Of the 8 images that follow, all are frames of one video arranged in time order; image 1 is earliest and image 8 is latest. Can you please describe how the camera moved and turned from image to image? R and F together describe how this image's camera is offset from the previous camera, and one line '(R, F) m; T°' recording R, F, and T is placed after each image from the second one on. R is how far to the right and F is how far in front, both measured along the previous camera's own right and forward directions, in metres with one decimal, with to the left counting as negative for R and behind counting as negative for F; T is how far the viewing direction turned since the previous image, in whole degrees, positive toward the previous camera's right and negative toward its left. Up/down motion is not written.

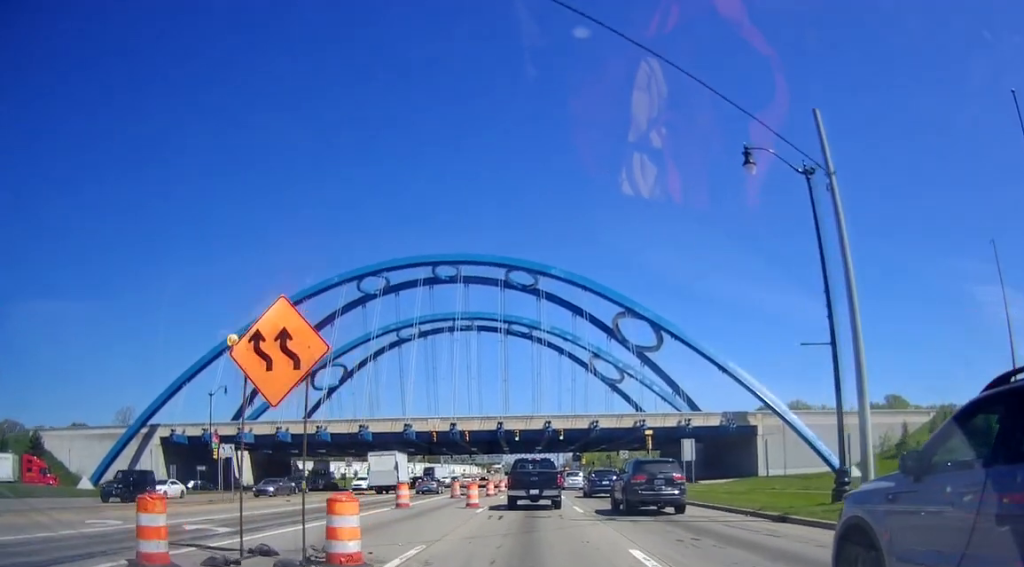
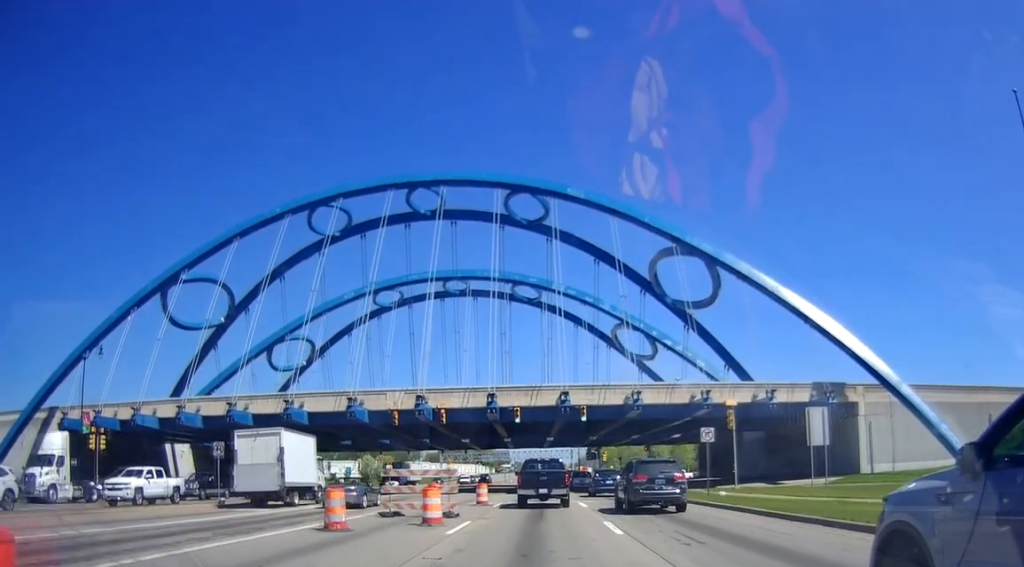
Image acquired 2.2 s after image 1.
(0.0, +24.6) m; 0°
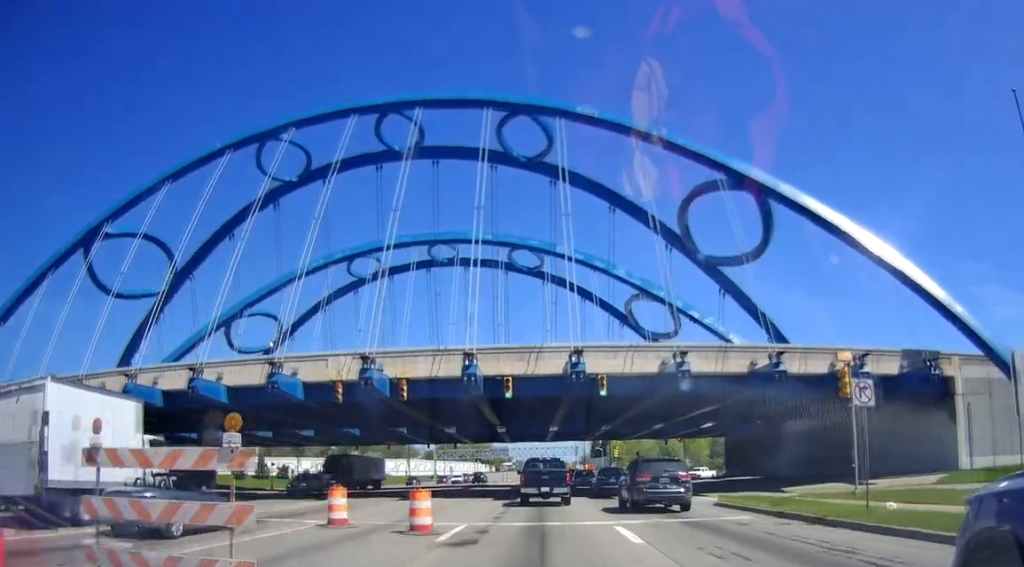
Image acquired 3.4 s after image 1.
(0.0, +14.8) m; -1°
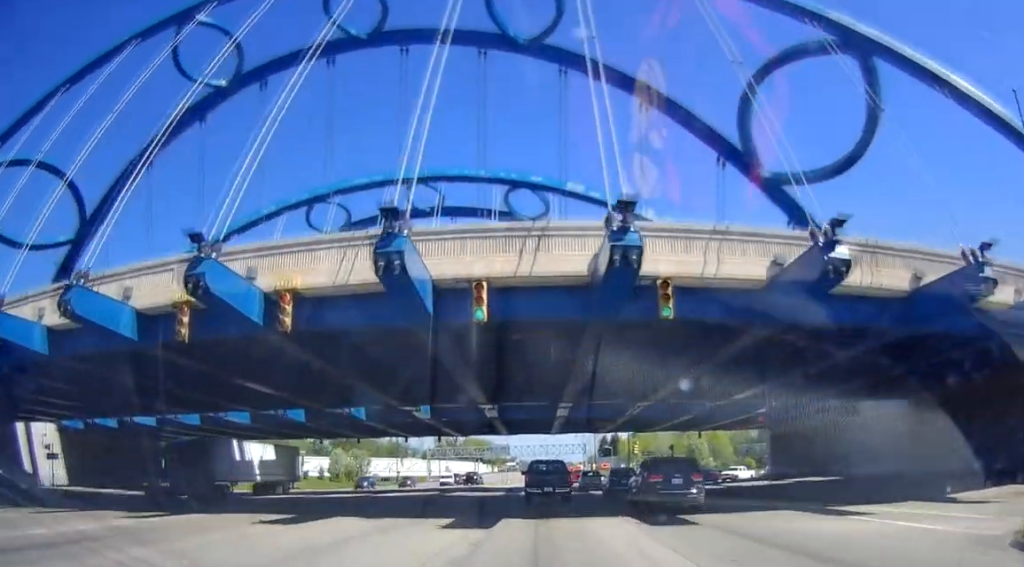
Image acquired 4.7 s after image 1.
(-0.7, +17.4) m; -2°
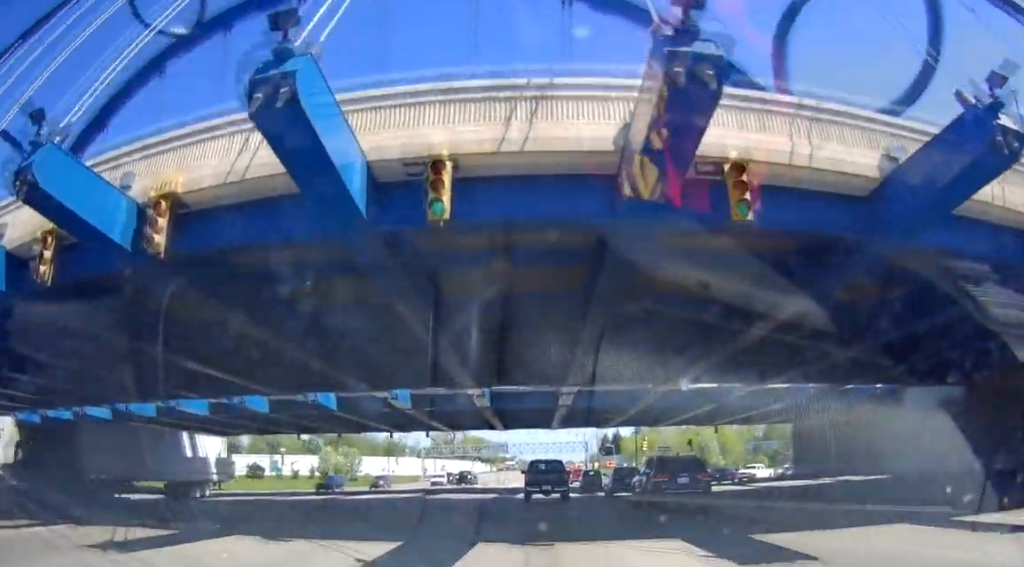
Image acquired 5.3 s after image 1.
(0.0, +7.2) m; +1°
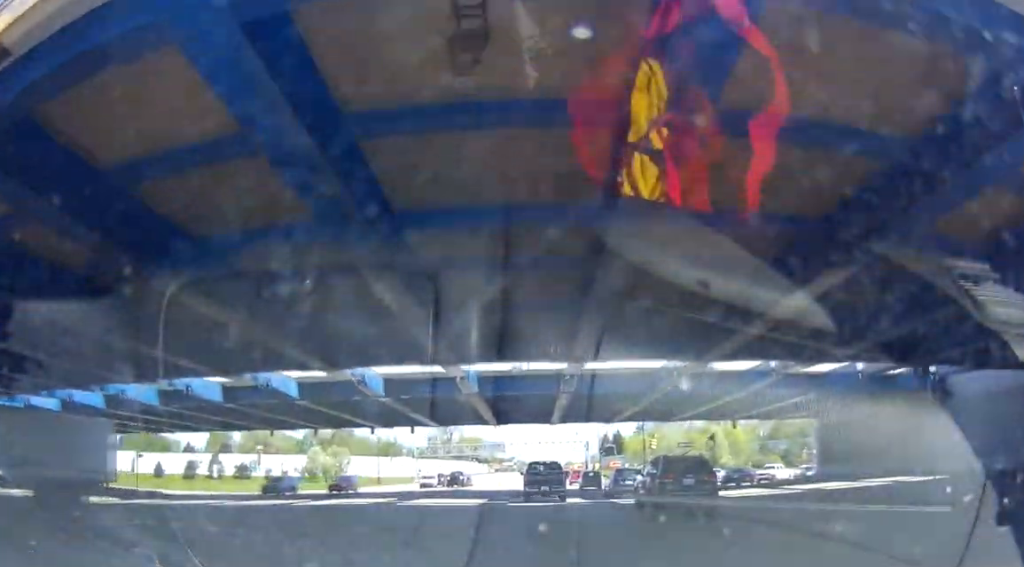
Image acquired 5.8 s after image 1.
(+0.3, +6.9) m; +2°
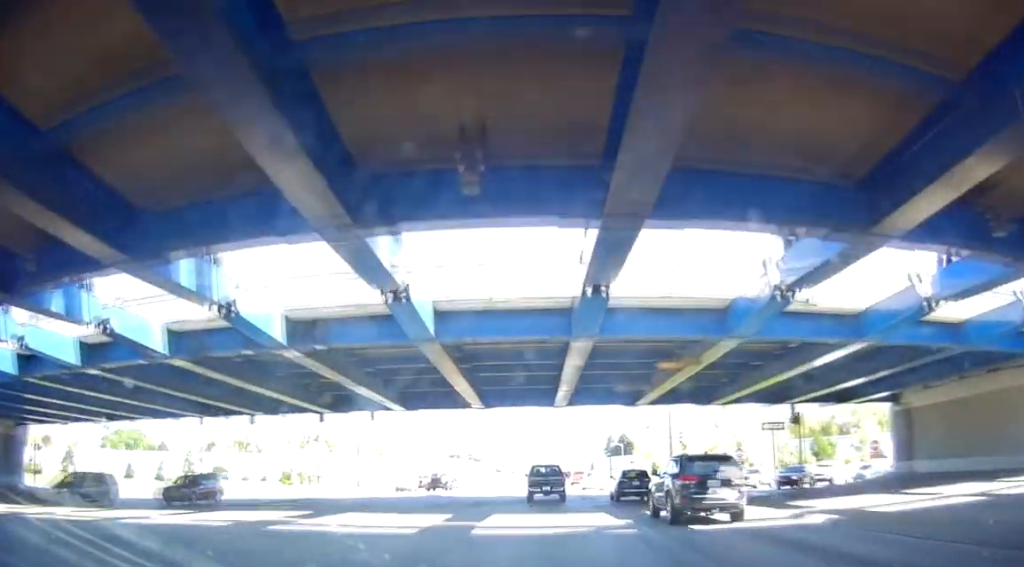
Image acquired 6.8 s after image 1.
(+0.2, +13.8) m; 0°
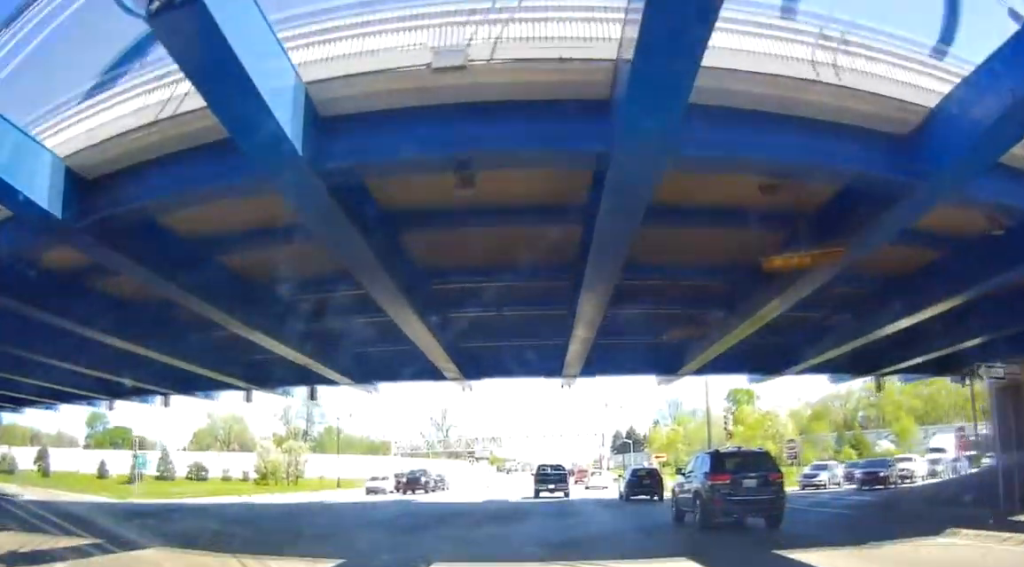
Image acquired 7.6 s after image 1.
(-0.2, +11.8) m; 0°
